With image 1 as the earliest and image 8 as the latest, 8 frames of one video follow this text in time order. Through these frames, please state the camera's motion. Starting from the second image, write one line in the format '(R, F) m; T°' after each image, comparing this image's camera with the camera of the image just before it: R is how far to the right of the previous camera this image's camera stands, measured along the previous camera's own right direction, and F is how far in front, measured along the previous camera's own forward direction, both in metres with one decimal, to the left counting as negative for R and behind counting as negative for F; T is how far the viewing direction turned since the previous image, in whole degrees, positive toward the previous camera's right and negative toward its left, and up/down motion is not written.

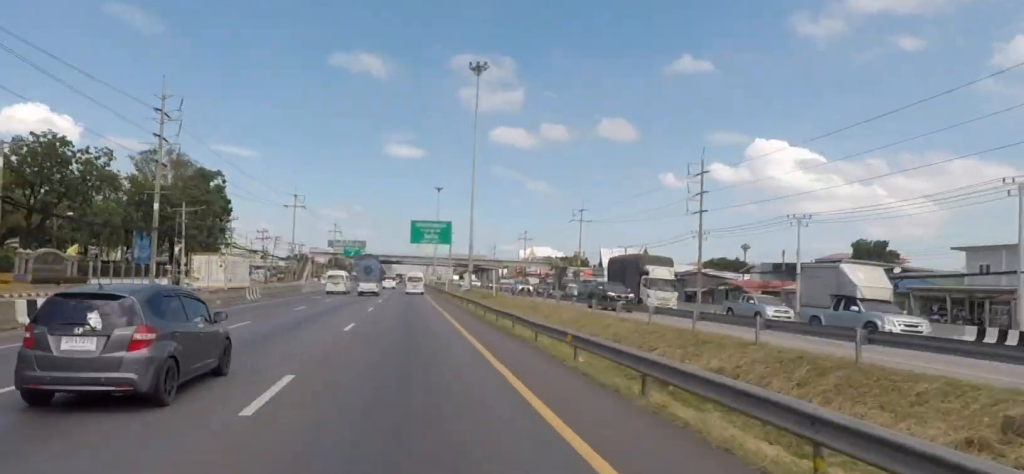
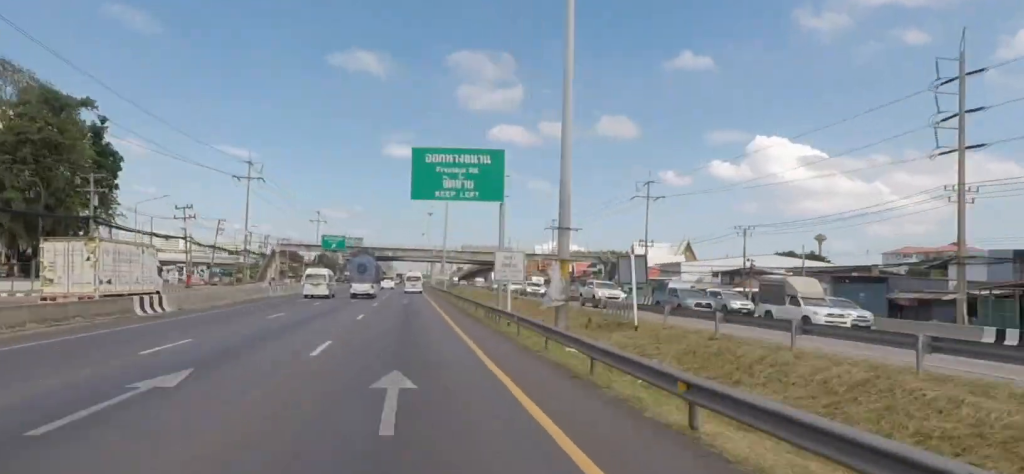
(+0.1, +42.1) m; 0°
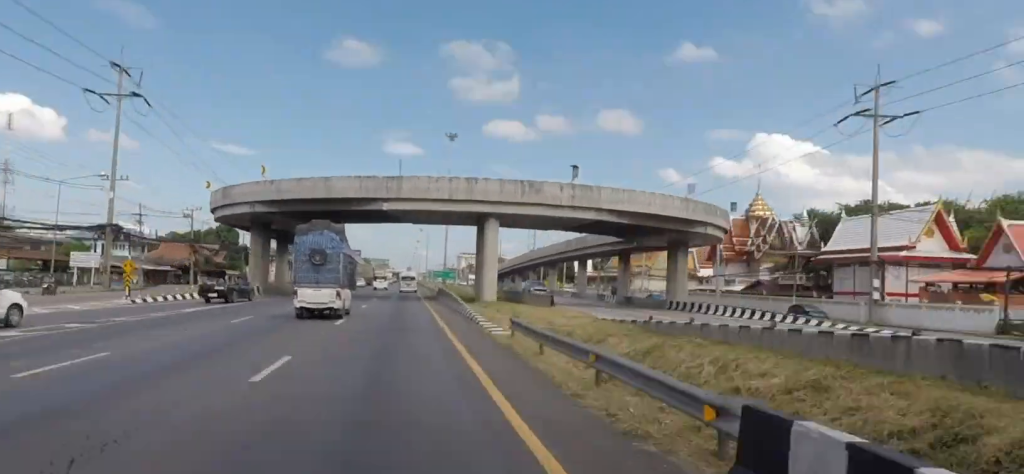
(0.0, +123.9) m; 0°
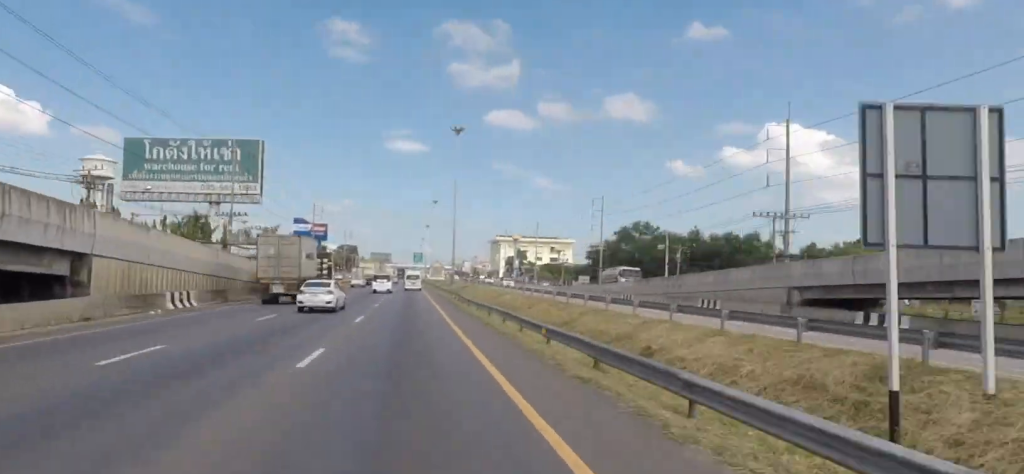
(0.0, +199.8) m; 0°
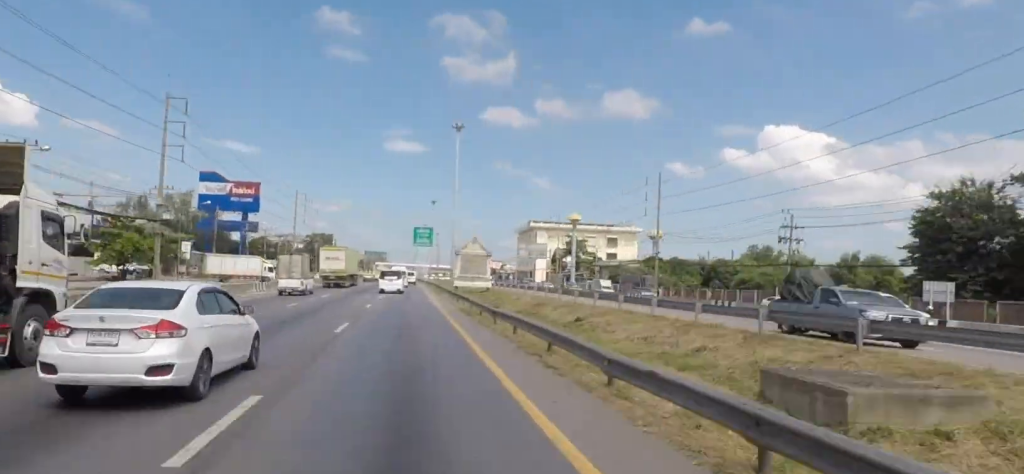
(-0.7, +100.2) m; -1°
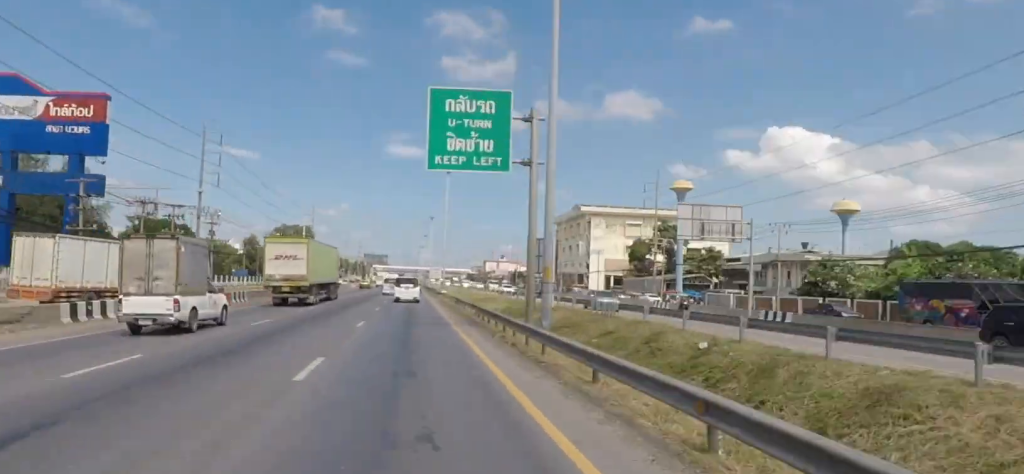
(-0.1, +69.2) m; 0°
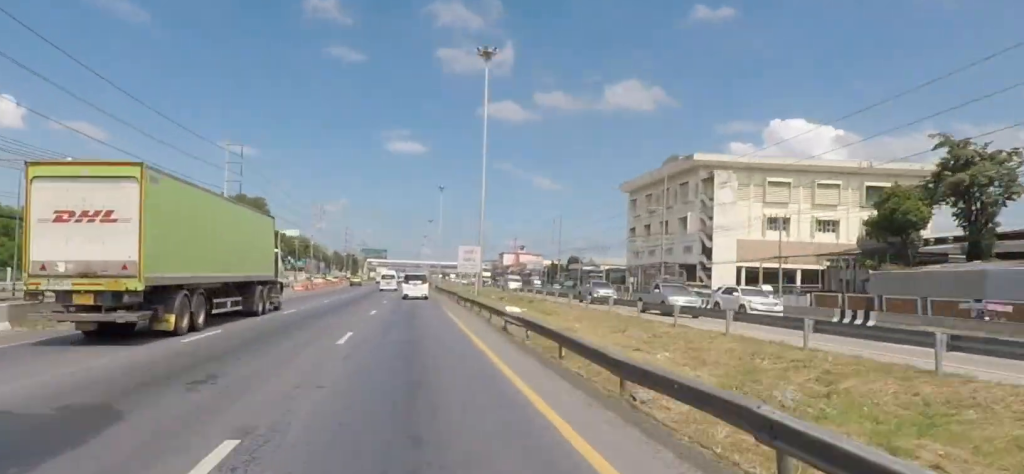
(-0.3, +69.2) m; 0°
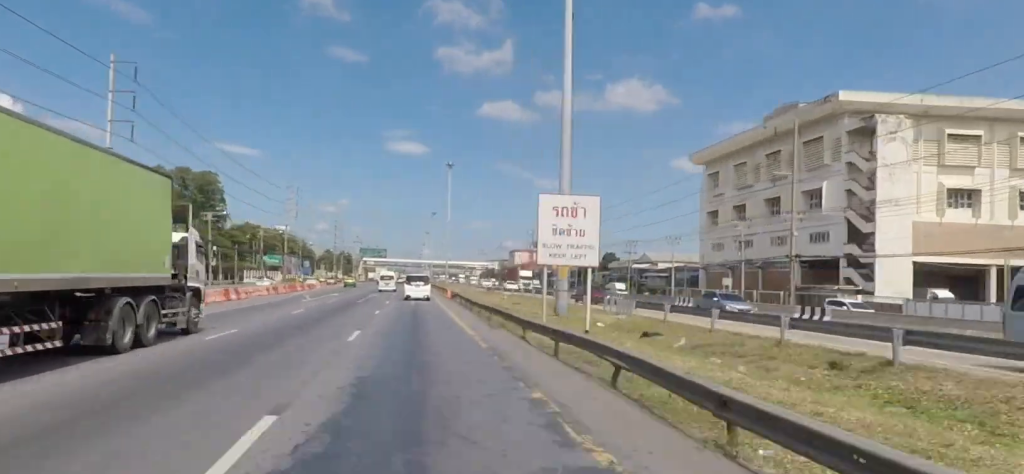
(-0.4, +36.4) m; 0°
